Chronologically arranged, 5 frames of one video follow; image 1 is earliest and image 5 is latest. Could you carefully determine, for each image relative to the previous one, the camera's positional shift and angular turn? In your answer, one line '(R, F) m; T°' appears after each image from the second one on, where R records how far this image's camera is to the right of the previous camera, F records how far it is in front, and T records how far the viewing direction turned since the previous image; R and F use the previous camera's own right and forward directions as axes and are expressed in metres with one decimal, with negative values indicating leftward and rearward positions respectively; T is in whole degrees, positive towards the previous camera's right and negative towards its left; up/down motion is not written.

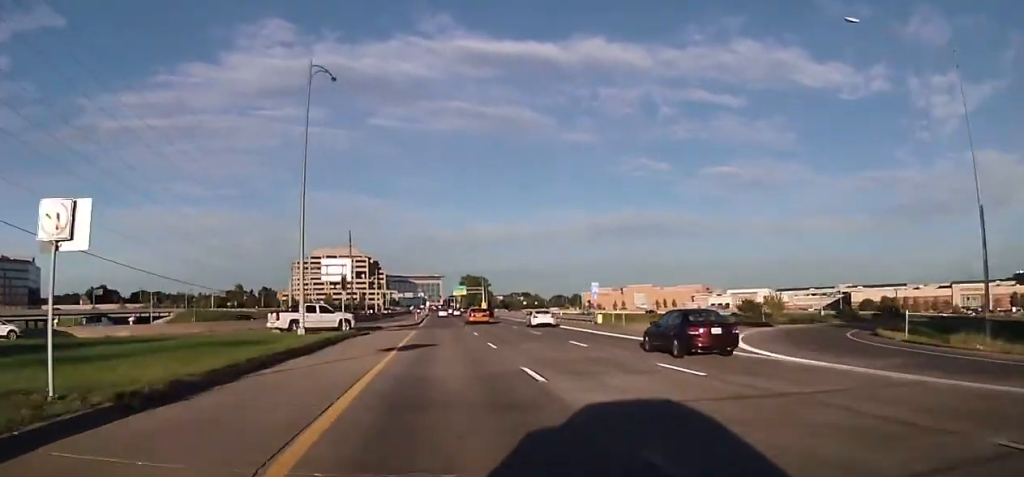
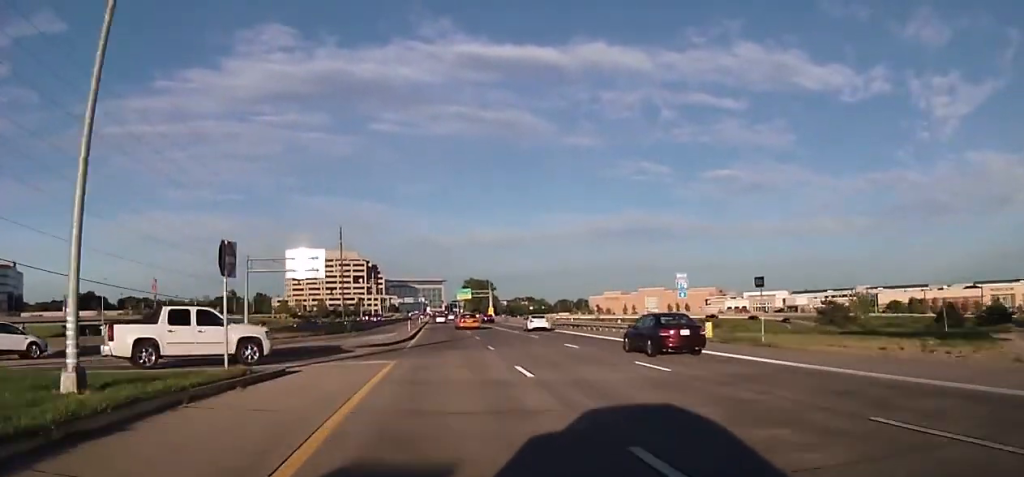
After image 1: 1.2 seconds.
(0.0, +22.1) m; 0°
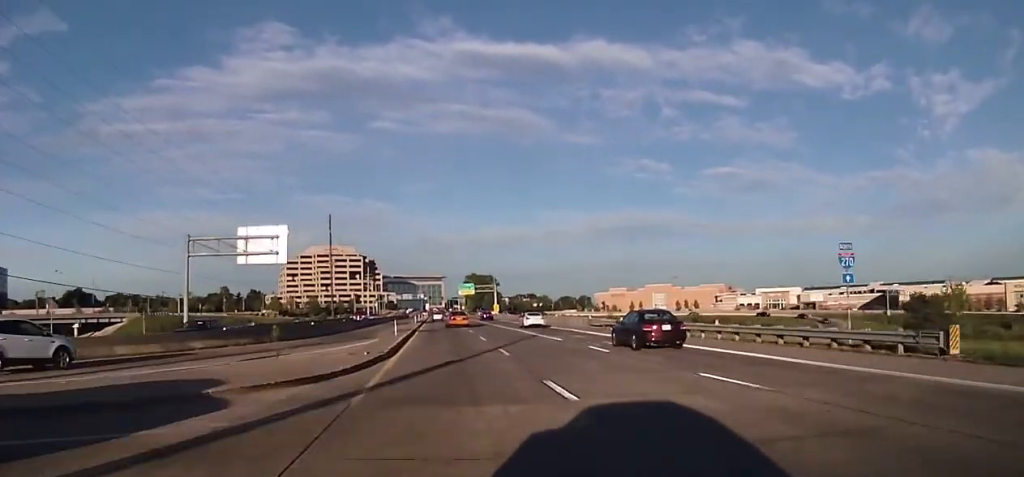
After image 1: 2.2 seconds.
(0.0, +17.2) m; 0°
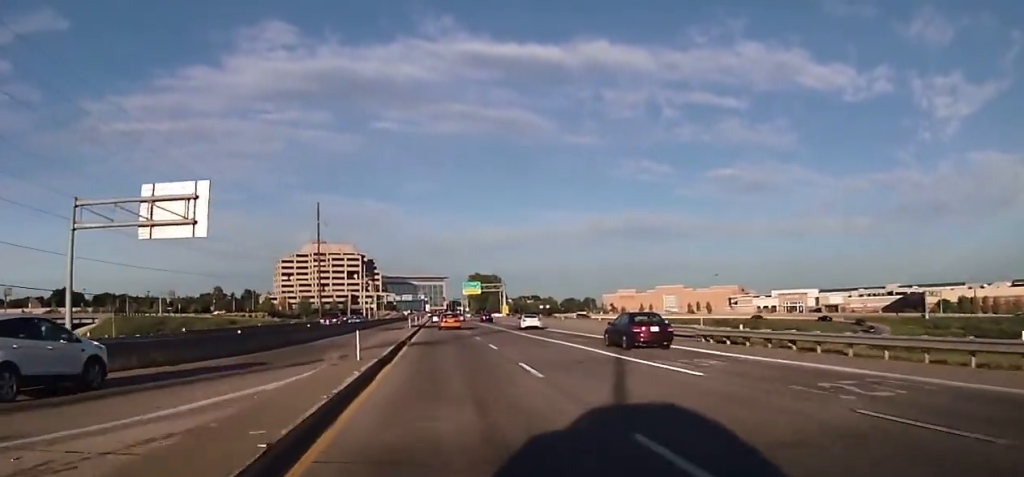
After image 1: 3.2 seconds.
(0.0, +18.4) m; 0°
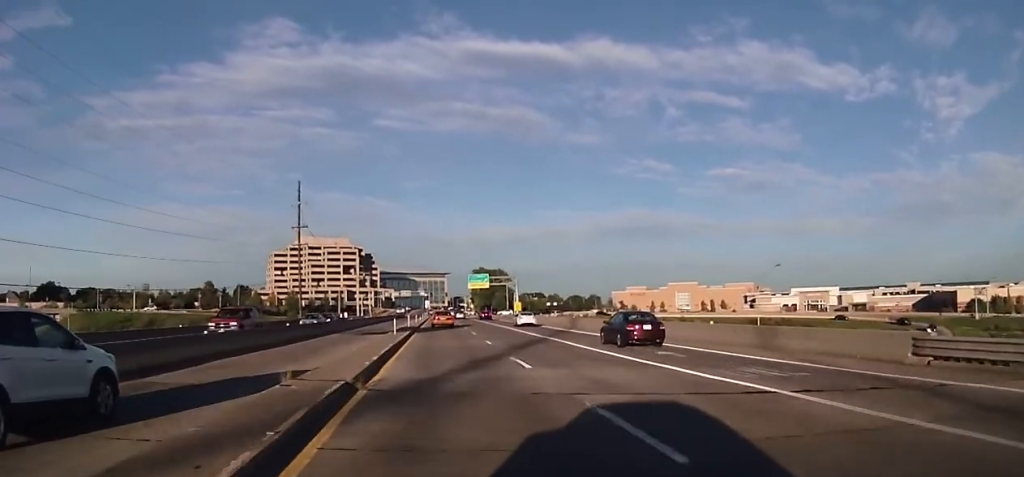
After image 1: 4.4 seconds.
(-0.3, +21.5) m; -1°
